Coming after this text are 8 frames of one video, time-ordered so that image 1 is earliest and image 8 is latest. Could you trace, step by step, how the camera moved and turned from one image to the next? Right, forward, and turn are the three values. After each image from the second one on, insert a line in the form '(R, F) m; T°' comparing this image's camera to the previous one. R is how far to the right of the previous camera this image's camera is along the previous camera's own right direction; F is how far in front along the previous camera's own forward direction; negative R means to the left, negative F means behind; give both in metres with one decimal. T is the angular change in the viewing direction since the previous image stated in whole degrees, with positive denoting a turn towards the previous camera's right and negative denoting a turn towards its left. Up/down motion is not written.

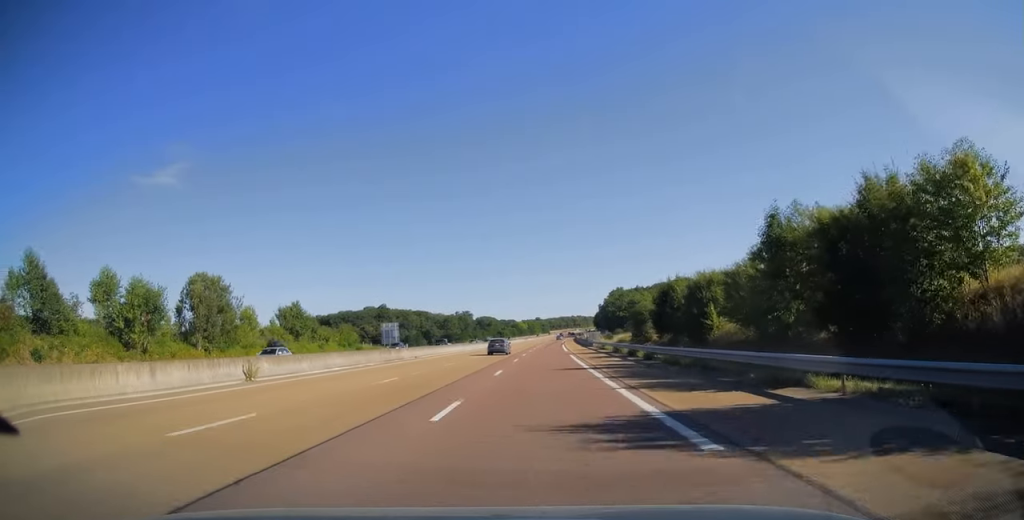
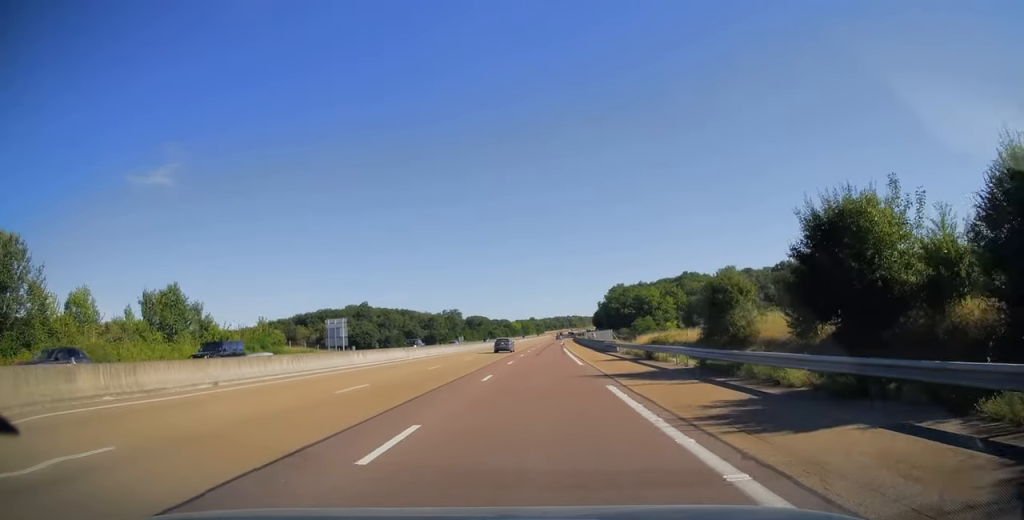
(+0.1, +29.1) m; +1°
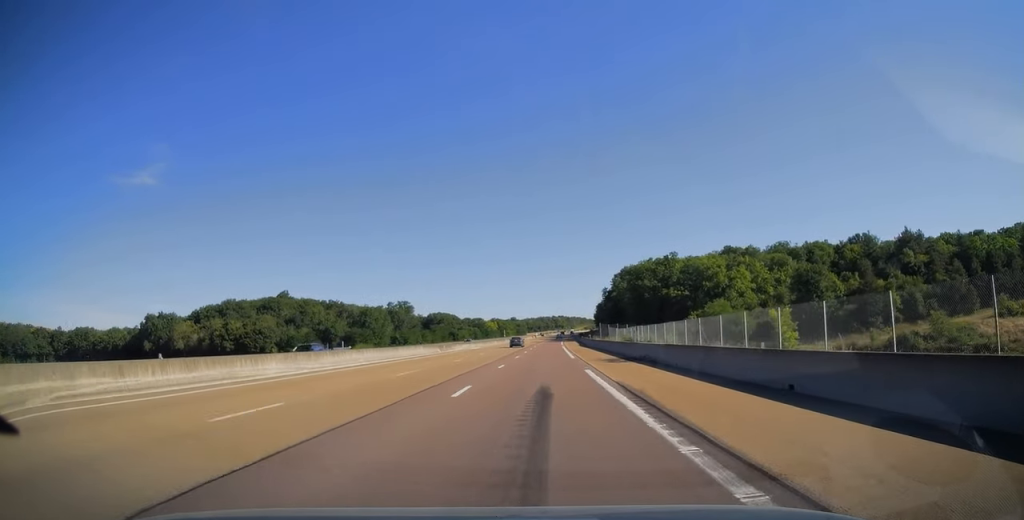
(+1.0, +95.8) m; +1°
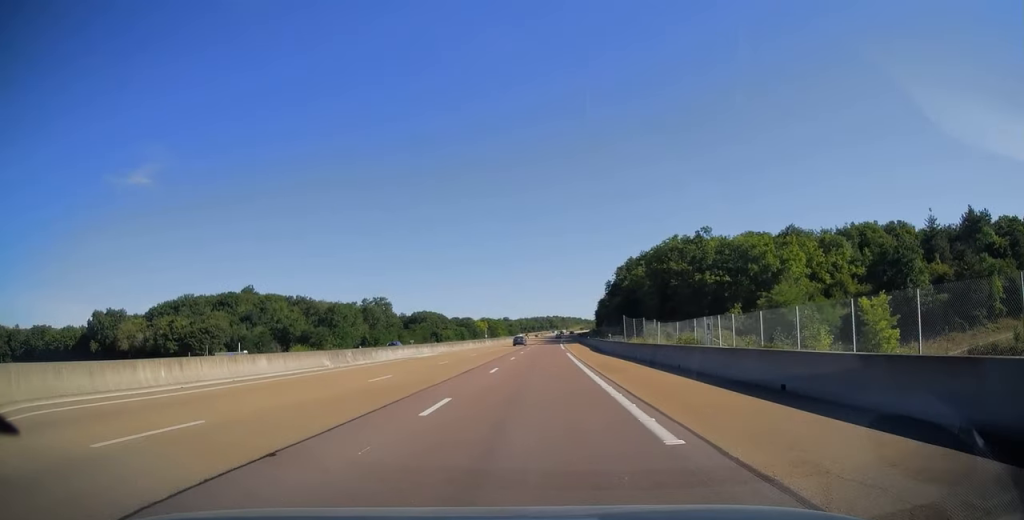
(+0.2, +29.3) m; +1°
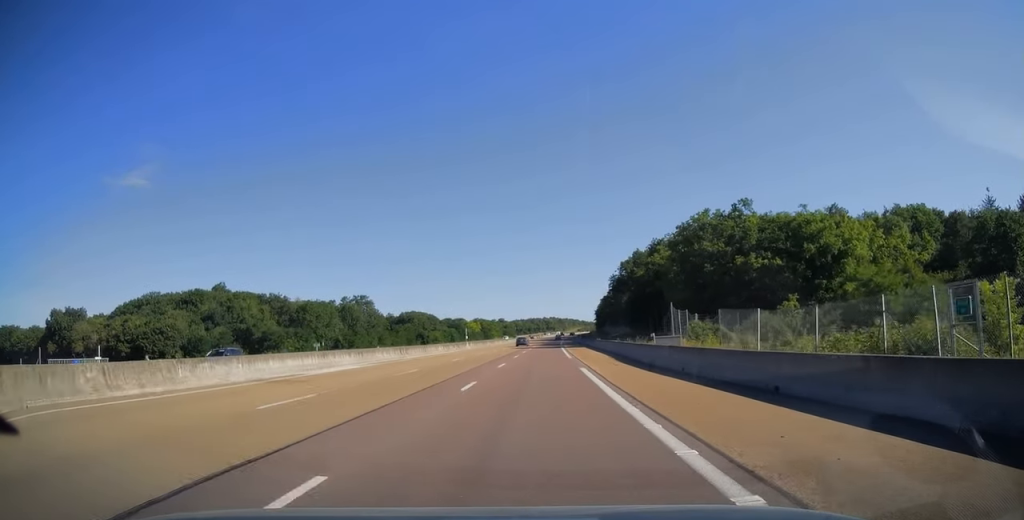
(+0.1, +20.6) m; 0°
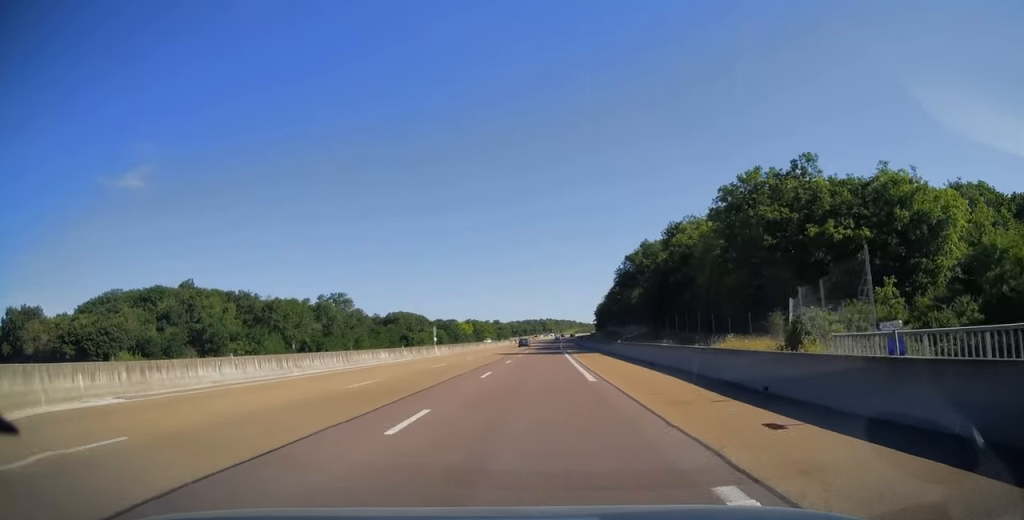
(+0.1, +20.1) m; 0°
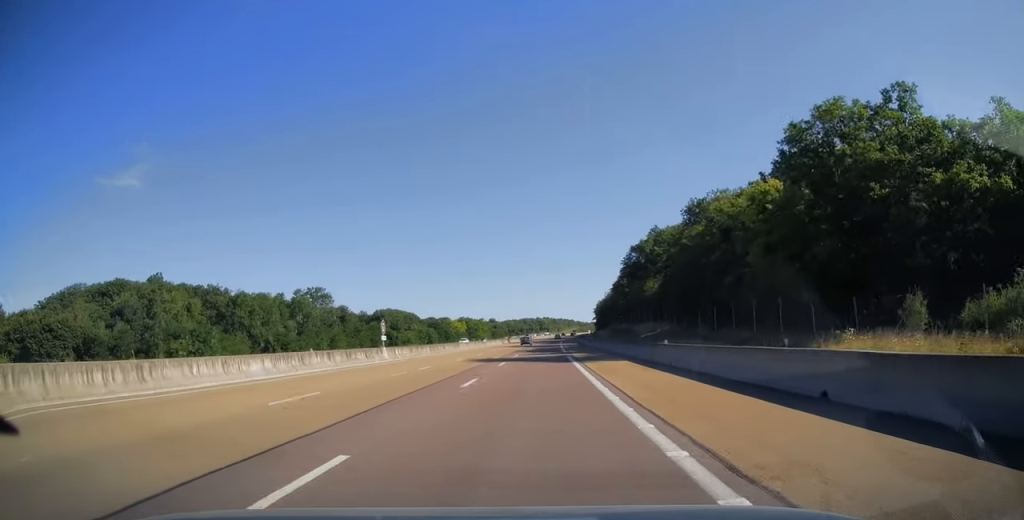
(0.0, +17.6) m; 0°
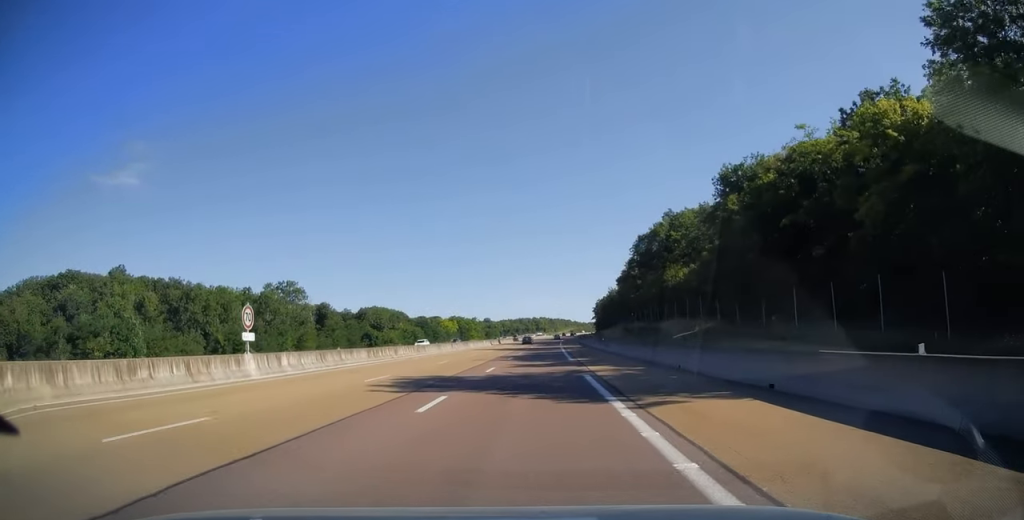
(0.0, +18.6) m; 0°
